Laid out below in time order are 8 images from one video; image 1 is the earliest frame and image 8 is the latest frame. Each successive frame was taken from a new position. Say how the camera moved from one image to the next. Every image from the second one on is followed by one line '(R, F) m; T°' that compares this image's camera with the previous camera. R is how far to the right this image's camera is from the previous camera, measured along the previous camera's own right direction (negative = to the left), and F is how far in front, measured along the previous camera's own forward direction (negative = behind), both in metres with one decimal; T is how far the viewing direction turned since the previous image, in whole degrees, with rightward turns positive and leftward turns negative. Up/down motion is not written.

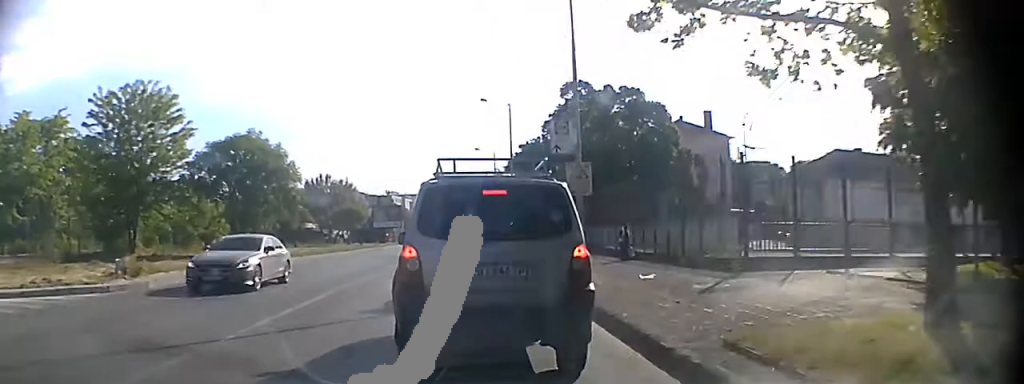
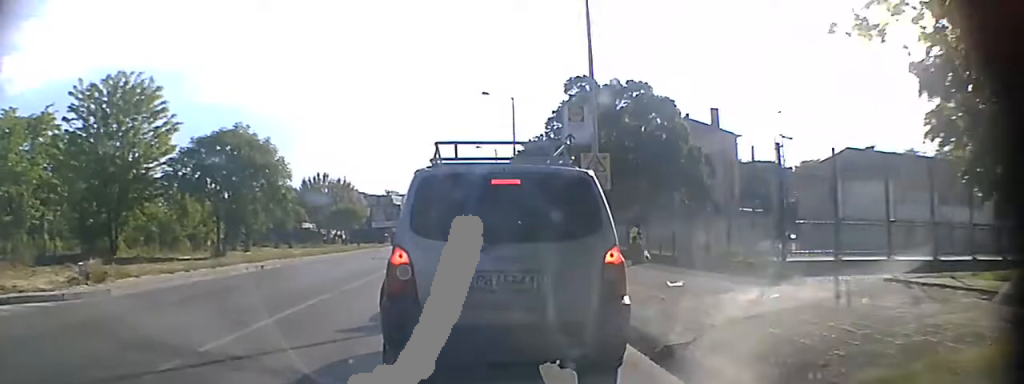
(0.0, +1.0) m; 0°
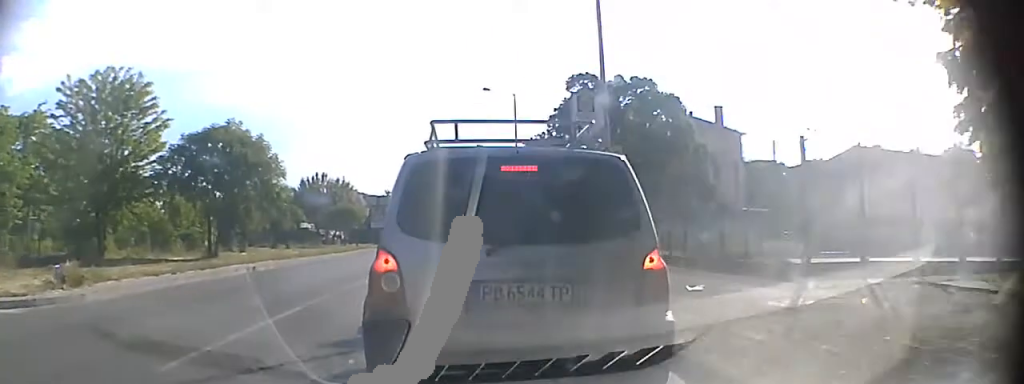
(0.0, +0.4) m; 0°
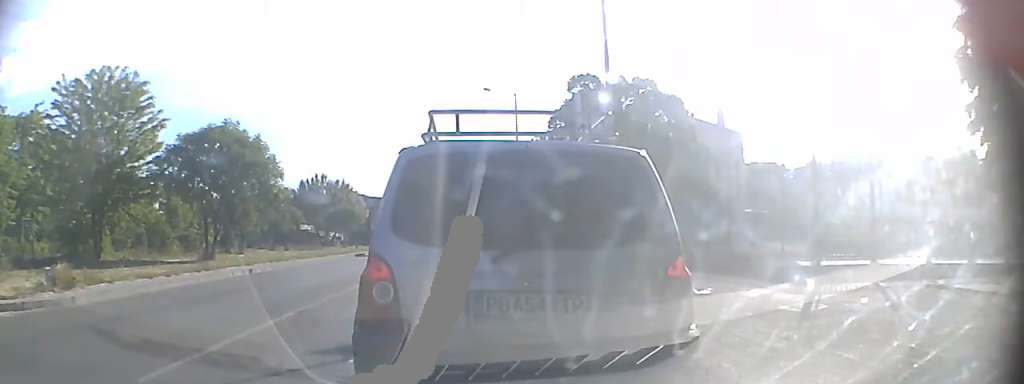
(0.0, +1.3) m; 0°
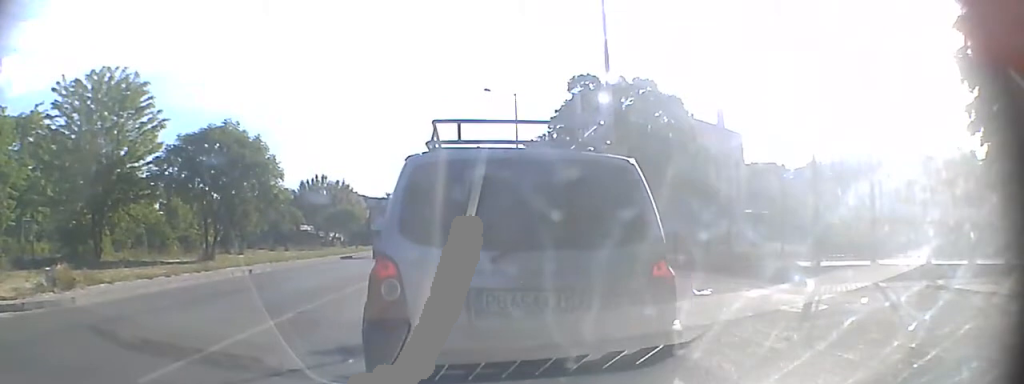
(0.0, +0.9) m; 0°
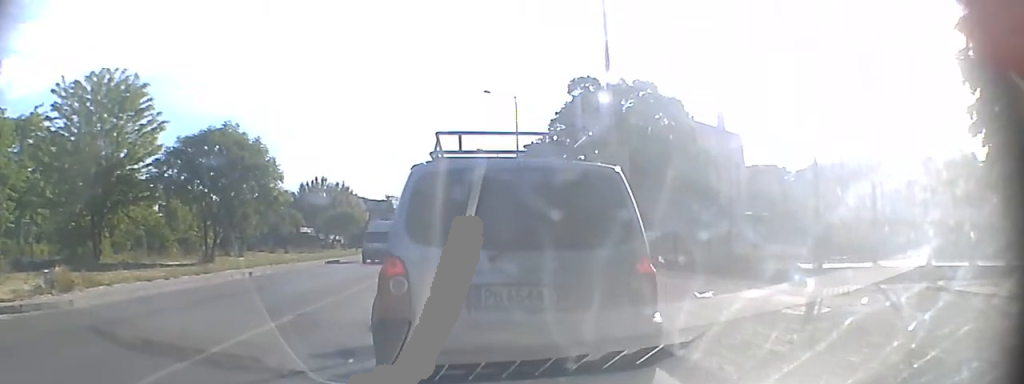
(0.0, +0.7) m; 0°
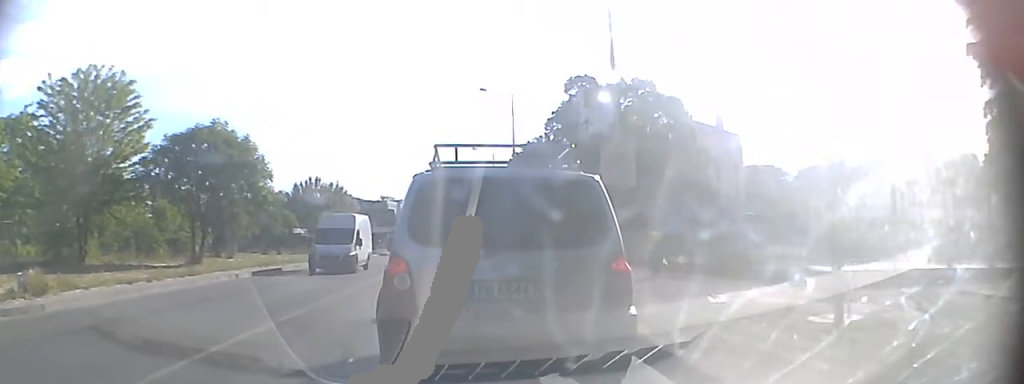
(0.0, +2.4) m; 0°
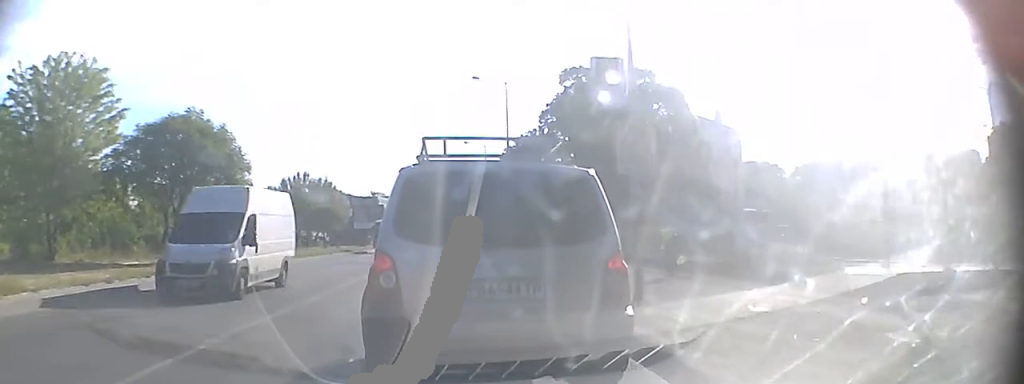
(0.0, +2.4) m; 0°
